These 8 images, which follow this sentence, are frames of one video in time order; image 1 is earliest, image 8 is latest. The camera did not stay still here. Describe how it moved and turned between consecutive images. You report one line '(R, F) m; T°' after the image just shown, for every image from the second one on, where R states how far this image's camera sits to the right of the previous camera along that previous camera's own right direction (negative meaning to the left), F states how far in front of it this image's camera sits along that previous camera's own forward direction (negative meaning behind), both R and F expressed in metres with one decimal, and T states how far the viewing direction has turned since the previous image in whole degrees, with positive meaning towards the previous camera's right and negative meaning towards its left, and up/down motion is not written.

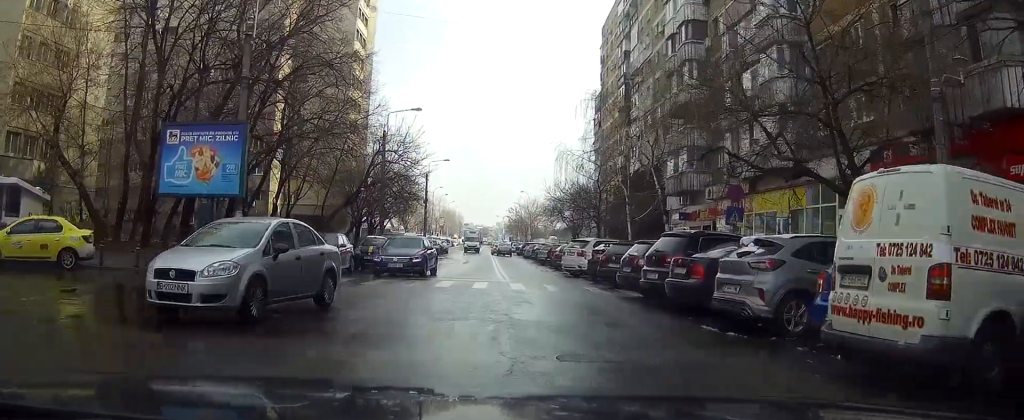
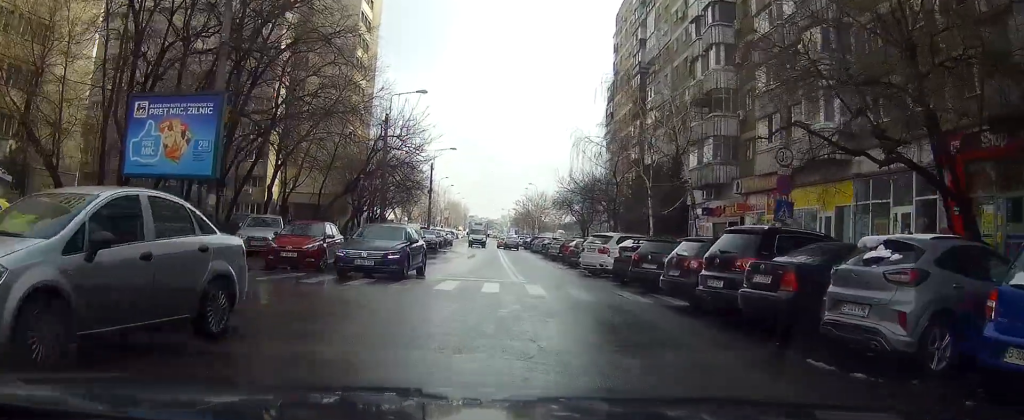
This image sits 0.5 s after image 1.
(0.0, +3.4) m; +1°
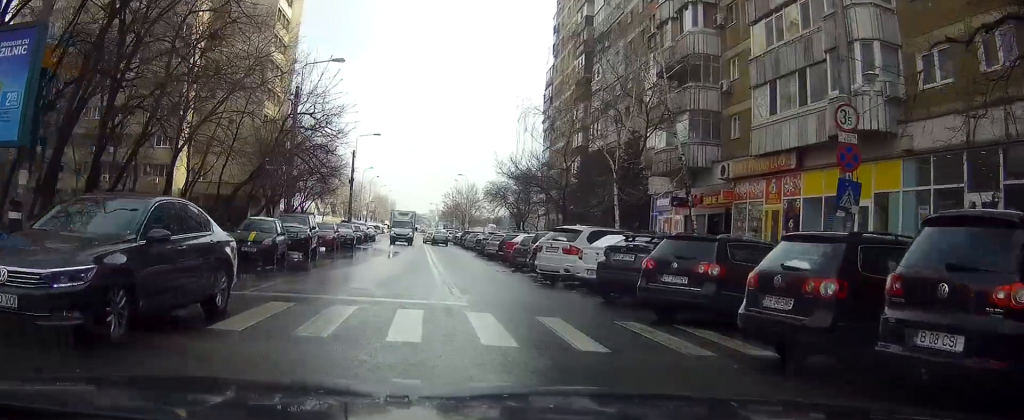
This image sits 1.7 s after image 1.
(+0.2, +7.7) m; +3°
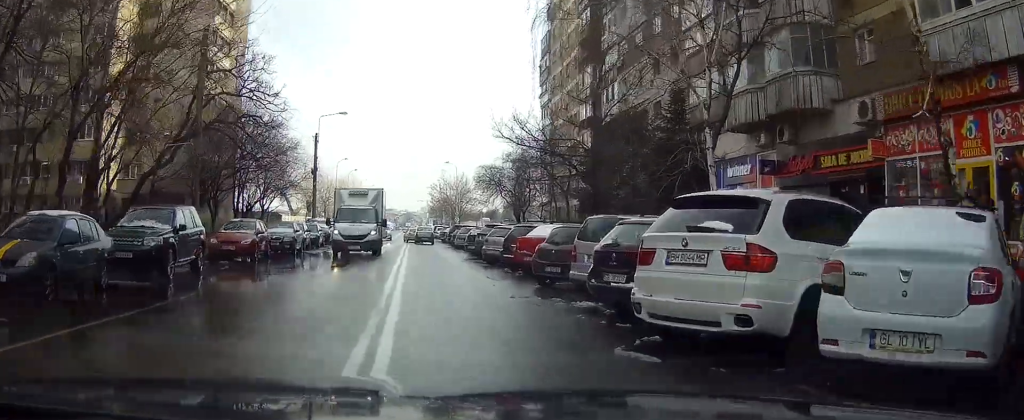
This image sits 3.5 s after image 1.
(+0.5, +12.7) m; +3°
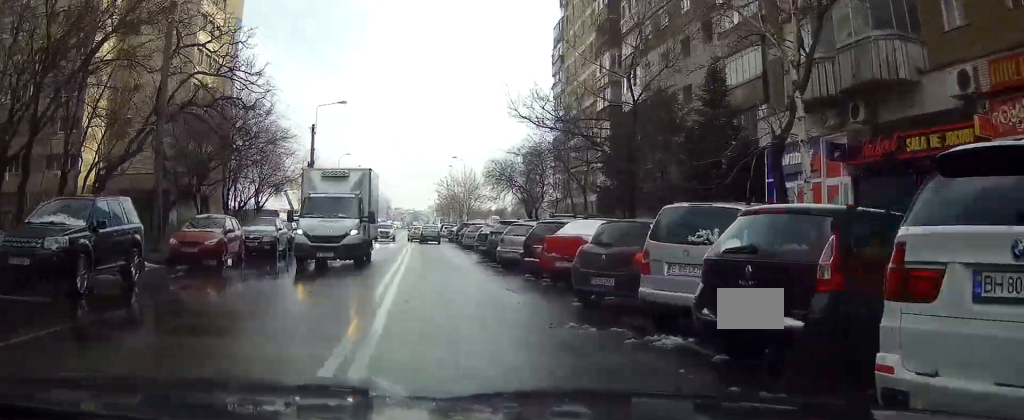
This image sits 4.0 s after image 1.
(0.0, +4.3) m; 0°
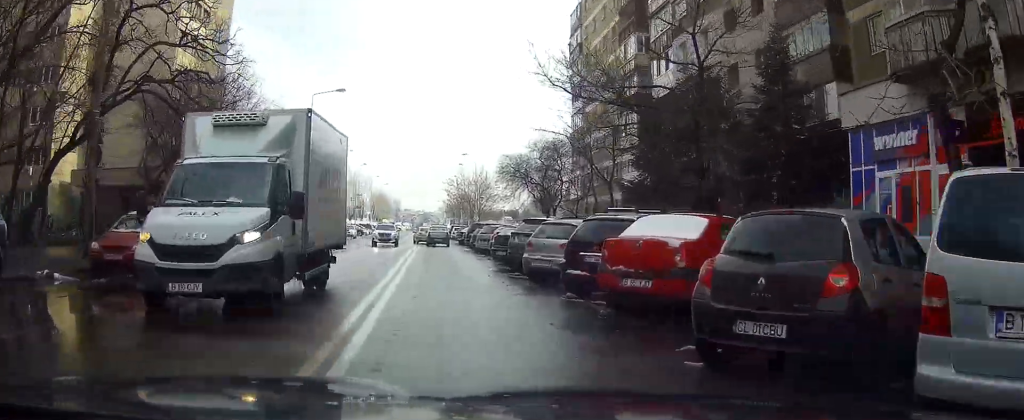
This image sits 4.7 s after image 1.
(+0.1, +5.3) m; -4°
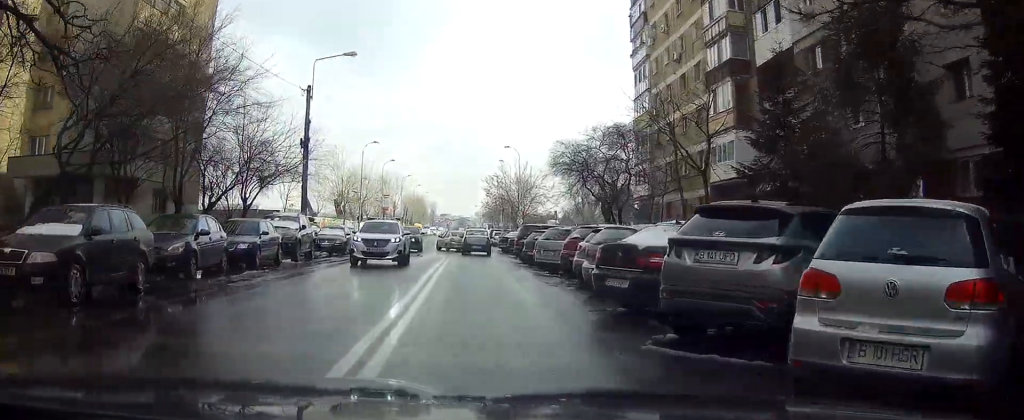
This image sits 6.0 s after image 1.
(-1.0, +11.7) m; -5°
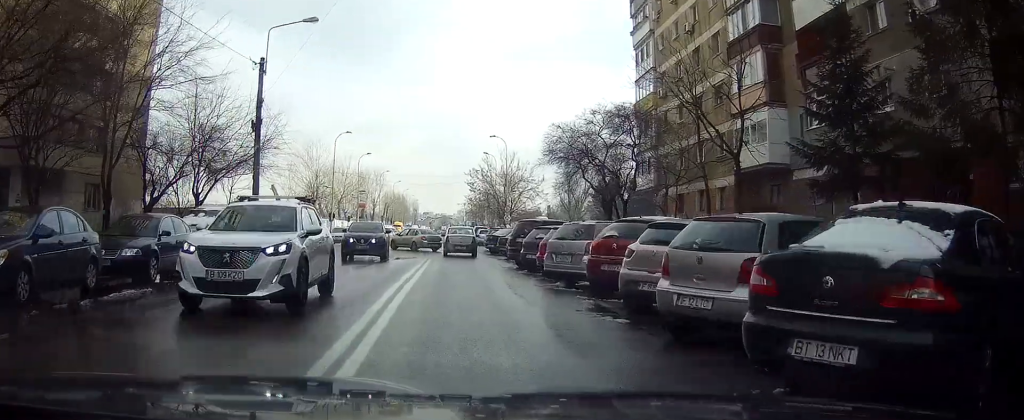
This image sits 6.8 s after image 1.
(+0.3, +6.7) m; +2°
